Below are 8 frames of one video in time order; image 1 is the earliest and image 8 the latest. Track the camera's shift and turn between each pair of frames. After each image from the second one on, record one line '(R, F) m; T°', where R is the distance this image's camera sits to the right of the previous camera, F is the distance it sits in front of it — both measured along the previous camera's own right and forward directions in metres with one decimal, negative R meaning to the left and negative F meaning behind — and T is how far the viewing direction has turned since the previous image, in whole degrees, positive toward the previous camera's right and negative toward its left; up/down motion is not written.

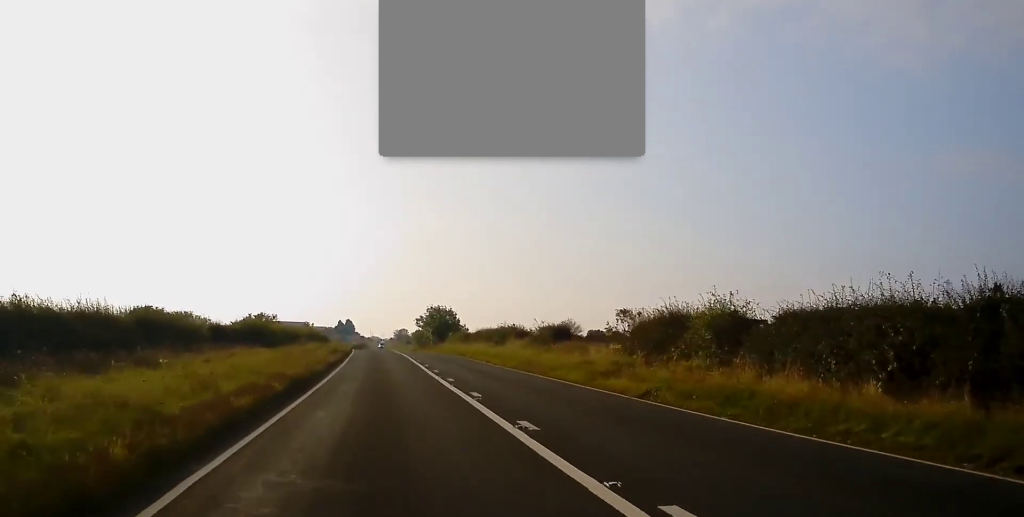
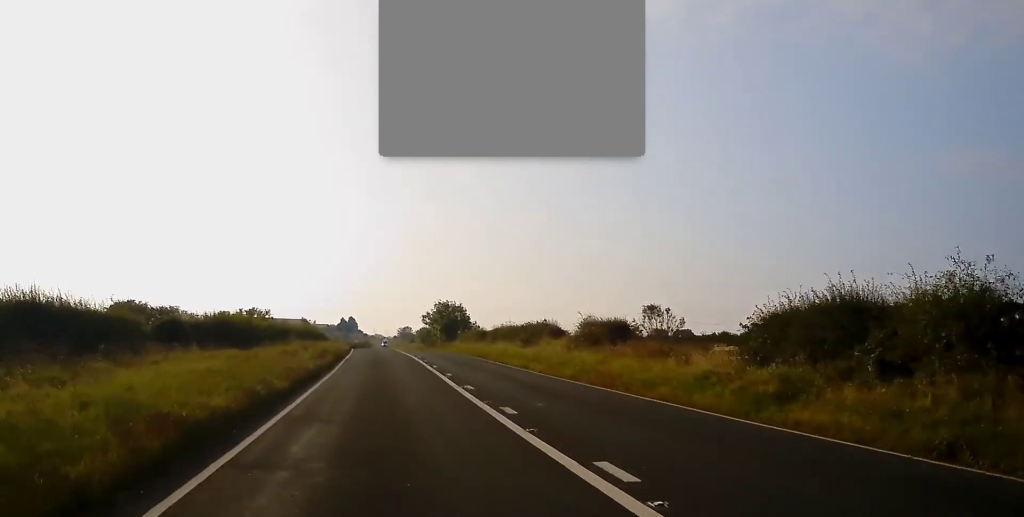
(-0.4, +10.0) m; -1°
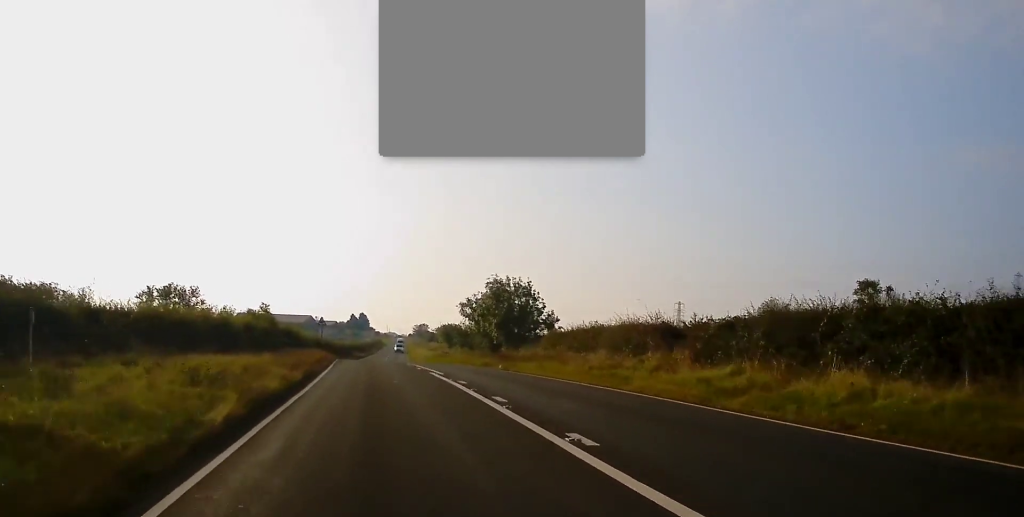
(0.0, +46.0) m; 0°
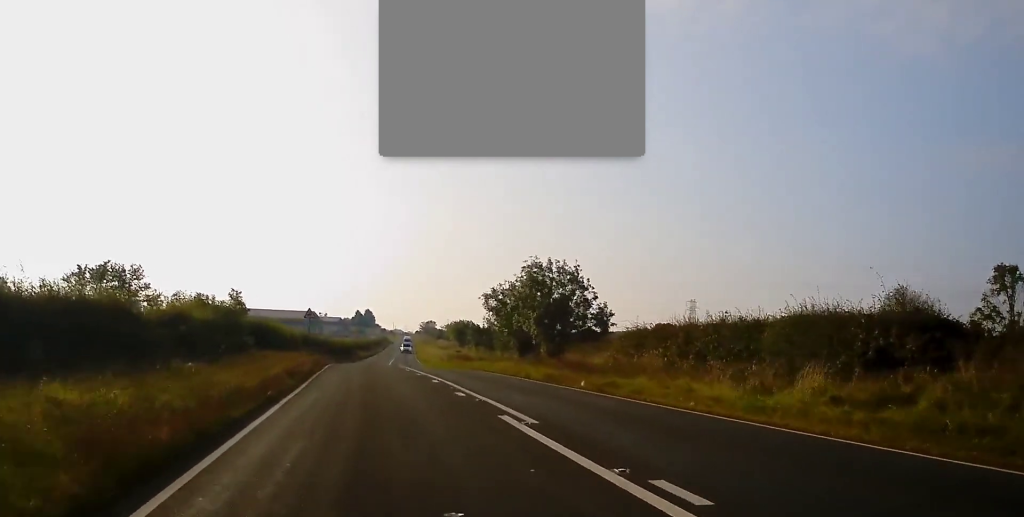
(-0.2, +15.0) m; -1°
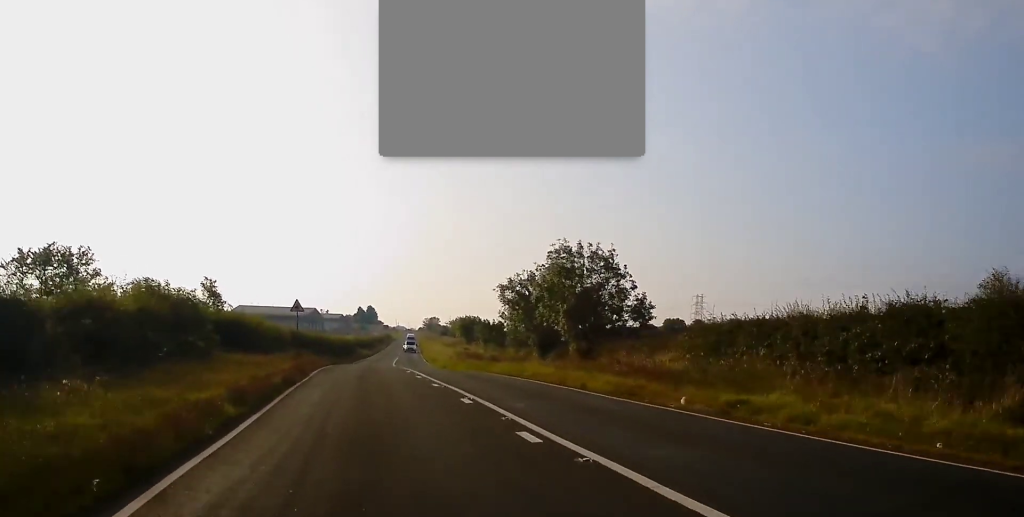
(-0.1, +7.8) m; -1°
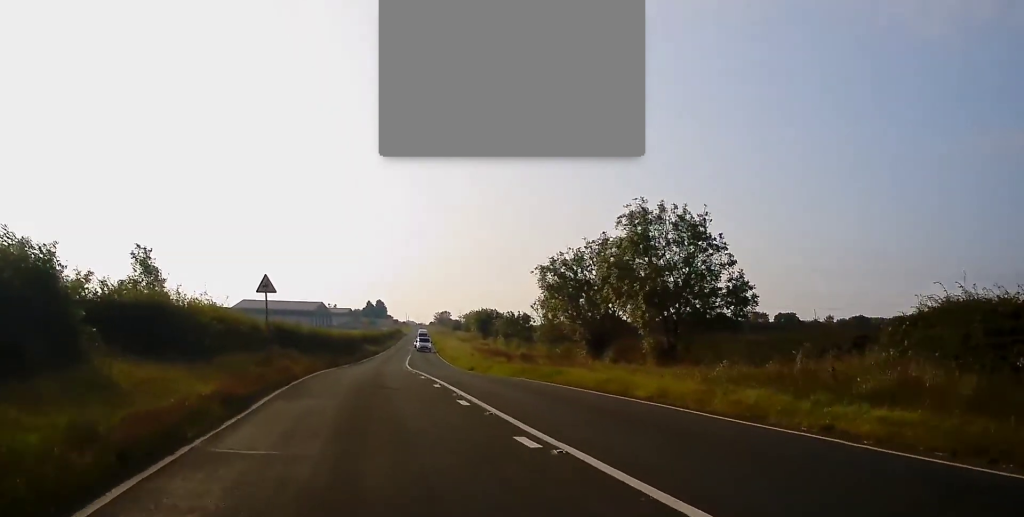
(-0.2, +12.8) m; -1°
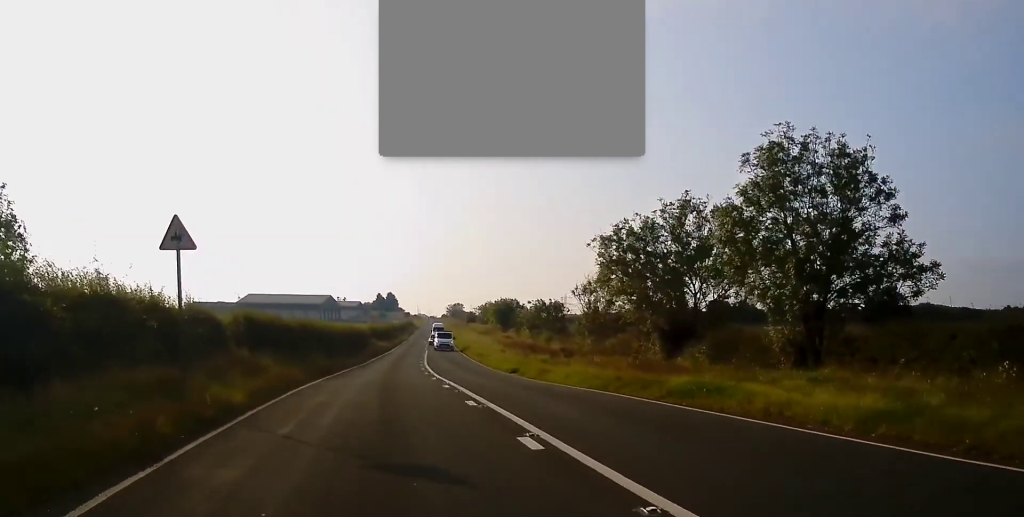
(0.0, +12.0) m; +1°
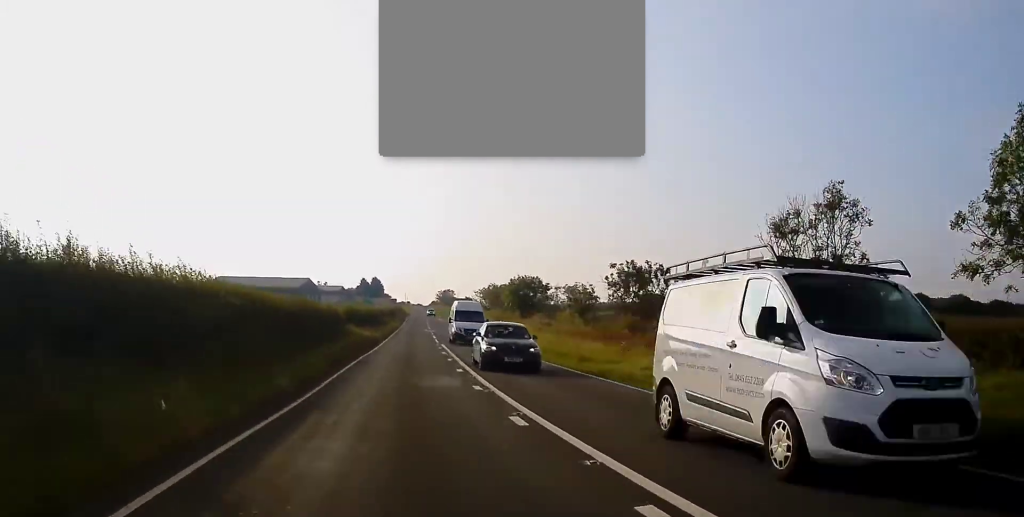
(+0.5, +34.0) m; +1°
